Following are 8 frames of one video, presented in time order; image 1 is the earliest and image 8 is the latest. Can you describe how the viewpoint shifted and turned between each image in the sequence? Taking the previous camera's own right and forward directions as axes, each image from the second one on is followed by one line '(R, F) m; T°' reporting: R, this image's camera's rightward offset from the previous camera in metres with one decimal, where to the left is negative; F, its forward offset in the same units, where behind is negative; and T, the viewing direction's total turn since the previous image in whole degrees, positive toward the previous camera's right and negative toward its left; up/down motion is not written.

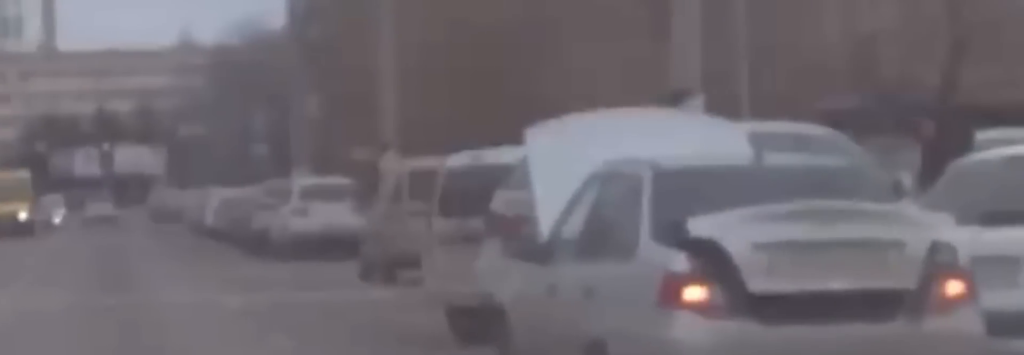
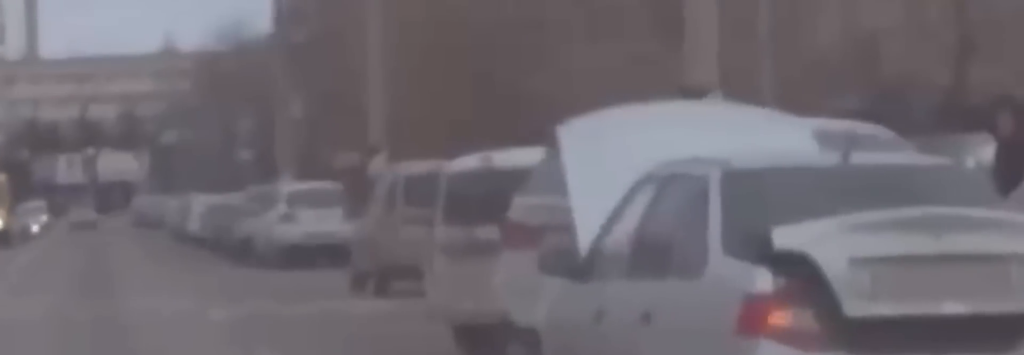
(0.0, +1.9) m; 0°
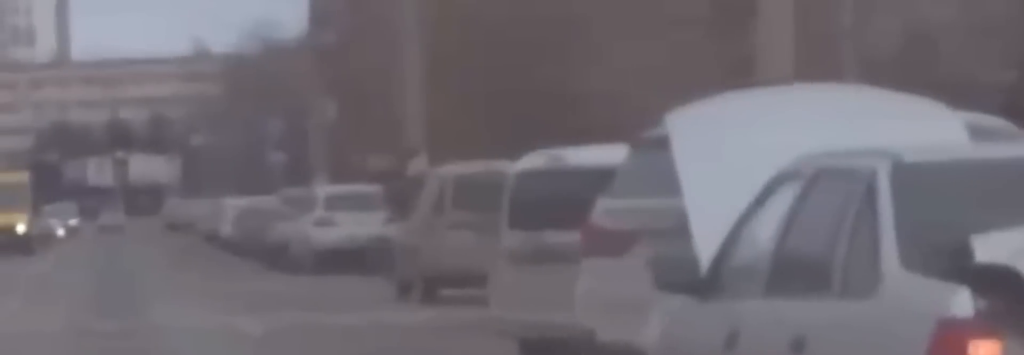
(0.0, +2.2) m; 0°
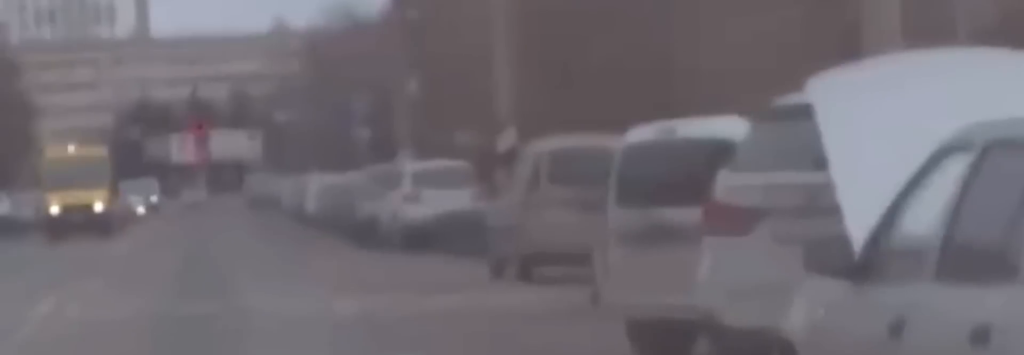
(0.0, +1.4) m; 0°
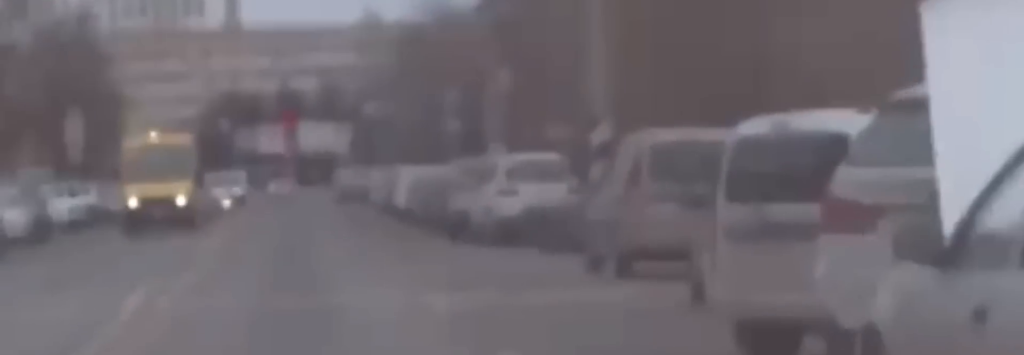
(0.0, +1.7) m; 0°
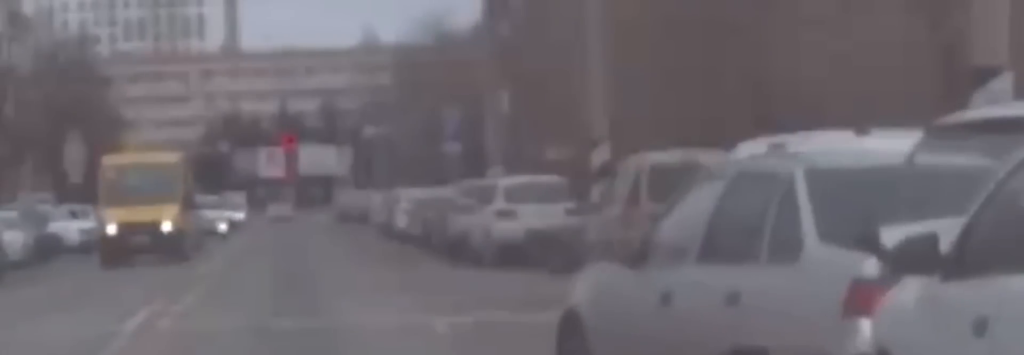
(0.0, +4.0) m; 0°
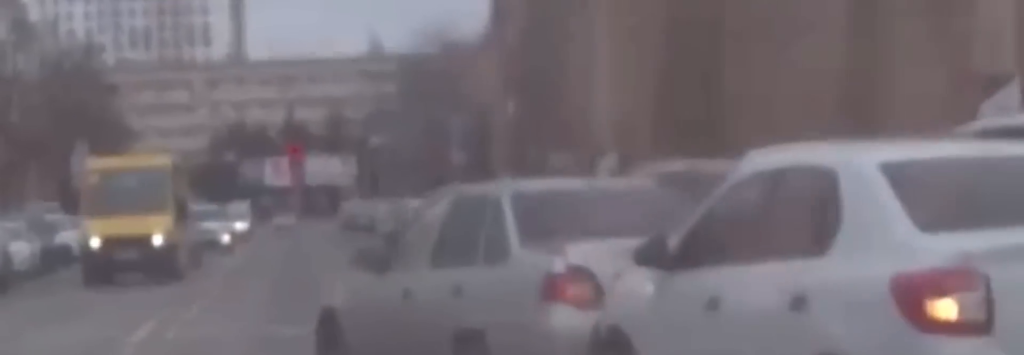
(0.0, +4.0) m; 0°
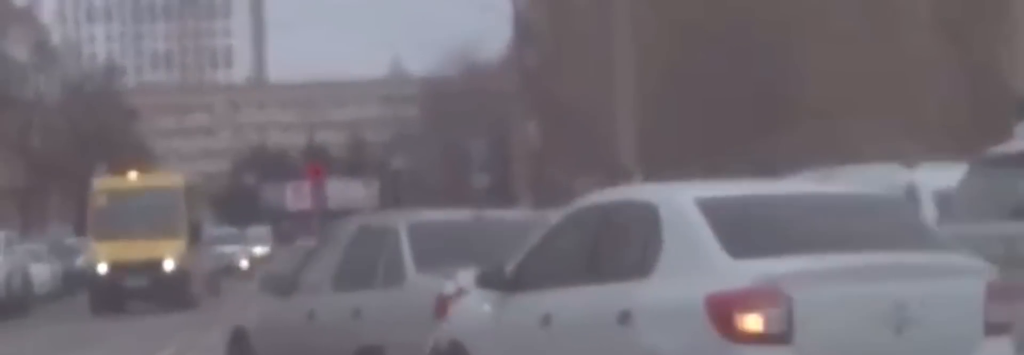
(0.0, +2.0) m; 0°
